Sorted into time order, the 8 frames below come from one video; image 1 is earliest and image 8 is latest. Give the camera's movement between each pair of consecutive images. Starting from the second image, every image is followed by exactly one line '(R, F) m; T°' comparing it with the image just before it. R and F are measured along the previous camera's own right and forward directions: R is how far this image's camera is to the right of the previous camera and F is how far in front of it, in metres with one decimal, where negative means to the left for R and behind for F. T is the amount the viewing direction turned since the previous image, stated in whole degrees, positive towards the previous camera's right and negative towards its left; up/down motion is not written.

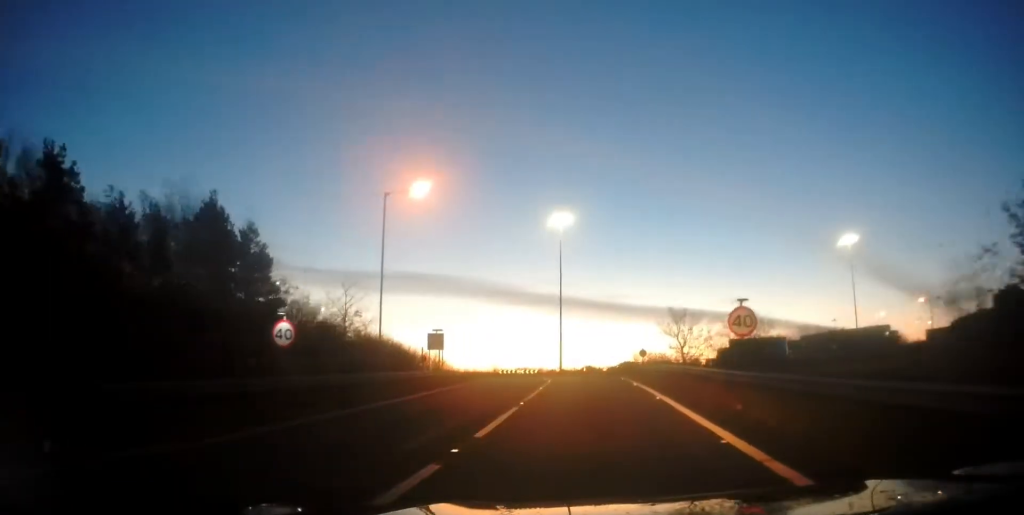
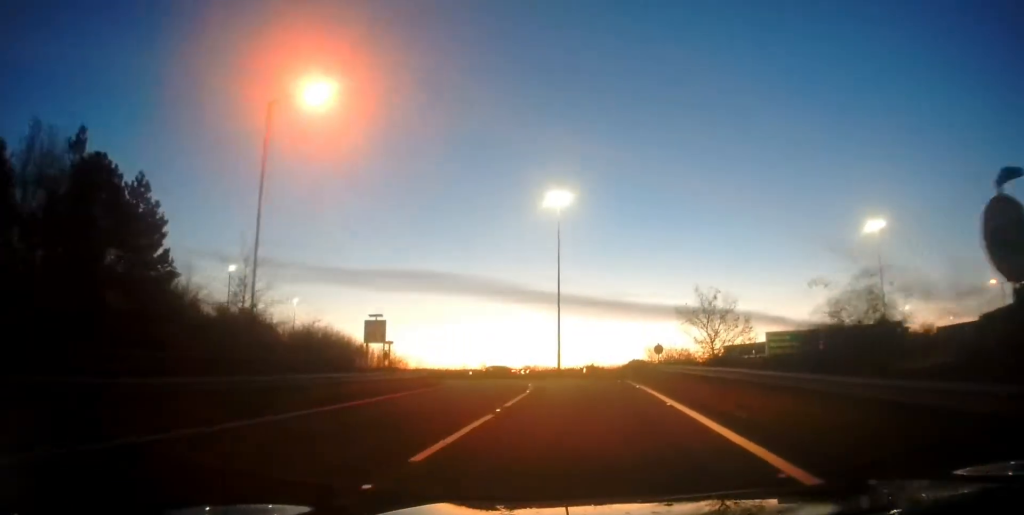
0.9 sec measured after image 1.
(+0.1, +12.0) m; 0°
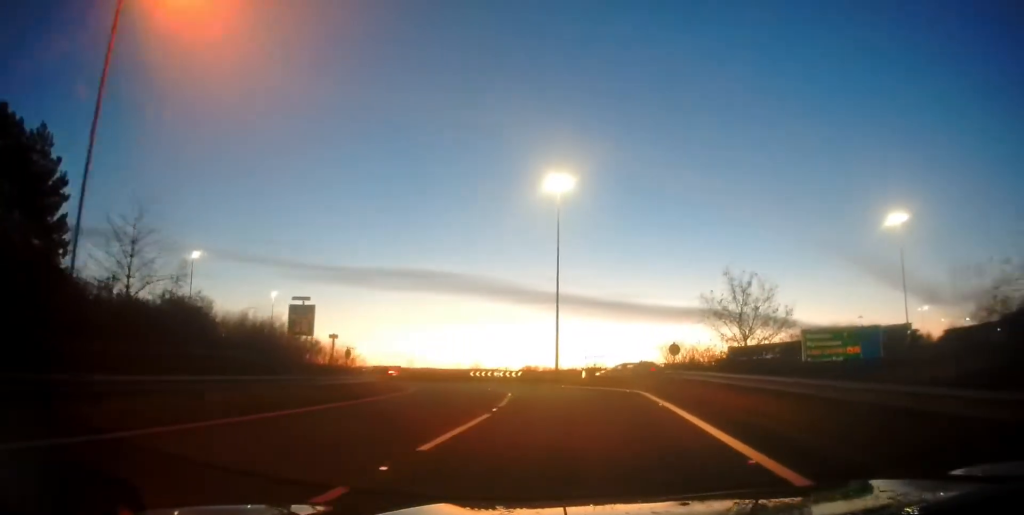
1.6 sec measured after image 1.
(0.0, +8.3) m; -1°
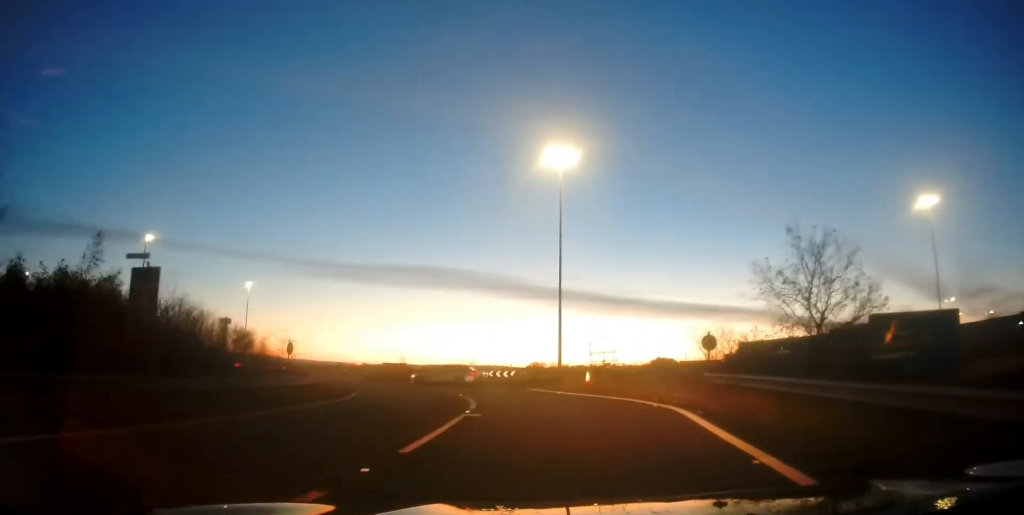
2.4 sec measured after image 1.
(-0.1, +9.4) m; -4°
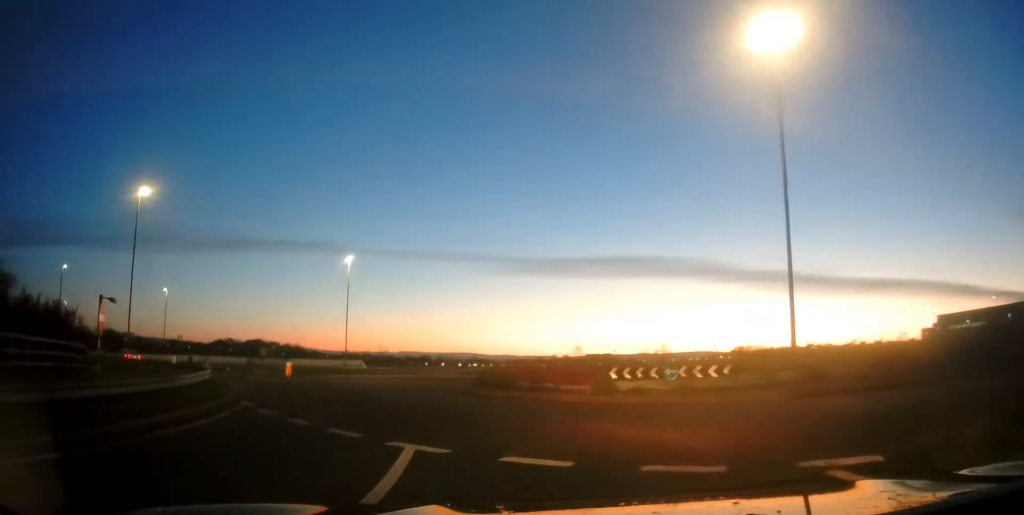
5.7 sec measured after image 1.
(-3.1, +24.3) m; -14°
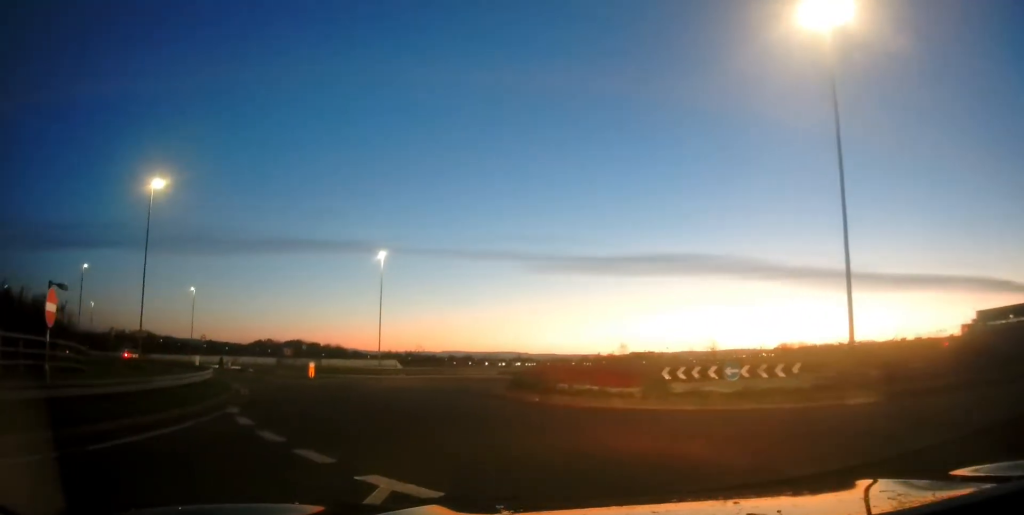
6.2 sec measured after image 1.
(-0.1, +2.9) m; -7°
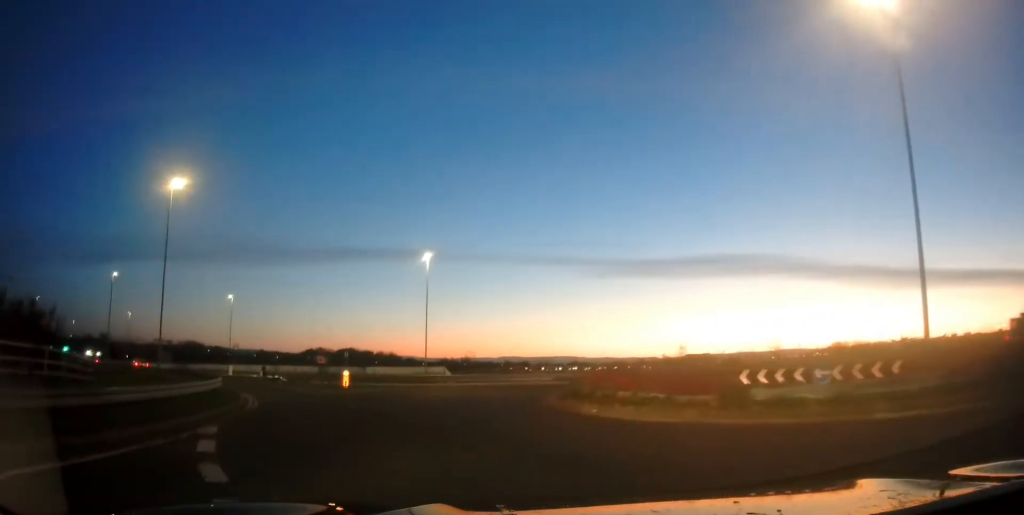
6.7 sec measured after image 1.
(0.0, +3.2) m; -9°
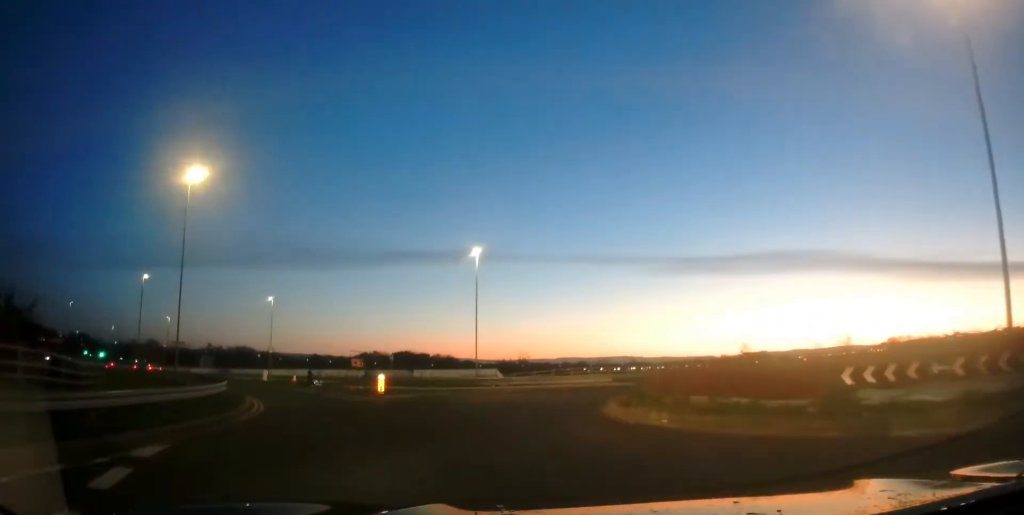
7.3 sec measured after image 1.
(-0.5, +3.3) m; -9°
